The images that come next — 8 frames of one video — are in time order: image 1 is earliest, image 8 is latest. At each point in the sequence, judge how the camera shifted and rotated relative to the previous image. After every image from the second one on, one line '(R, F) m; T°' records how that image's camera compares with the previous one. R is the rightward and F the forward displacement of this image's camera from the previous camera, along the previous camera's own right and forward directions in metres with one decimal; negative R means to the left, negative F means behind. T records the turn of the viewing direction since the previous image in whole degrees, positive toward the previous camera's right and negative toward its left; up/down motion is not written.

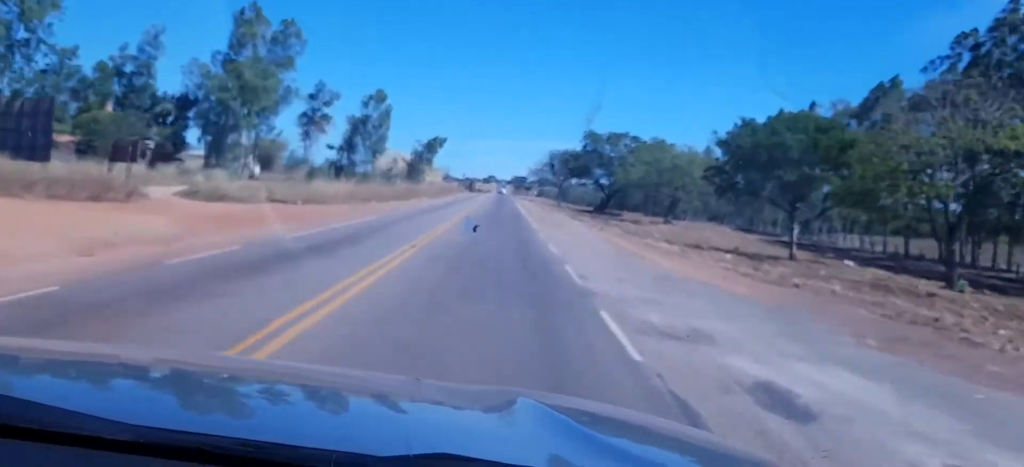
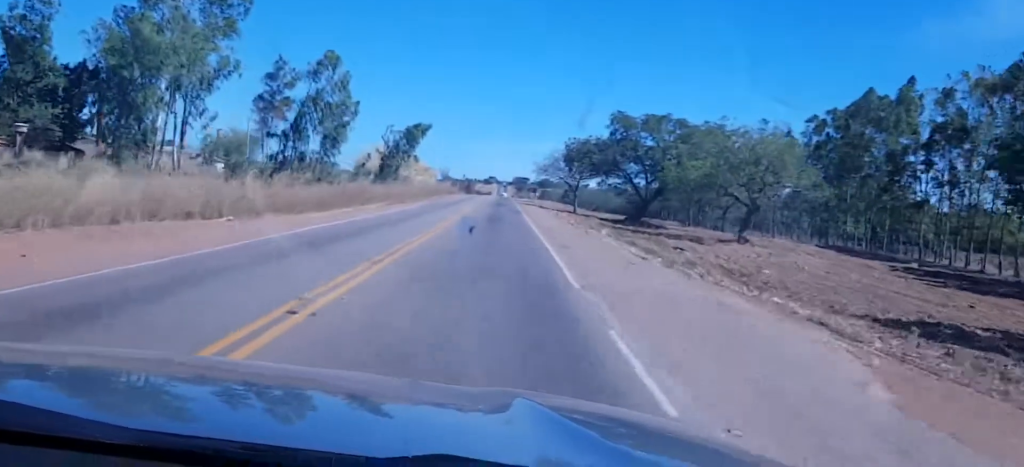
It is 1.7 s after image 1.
(-0.6, +39.9) m; -1°
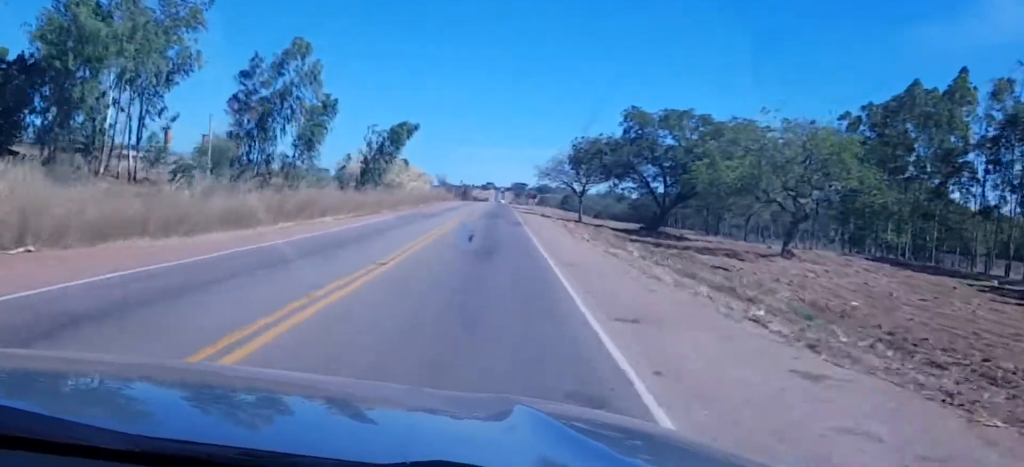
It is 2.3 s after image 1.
(0.0, +14.1) m; 0°
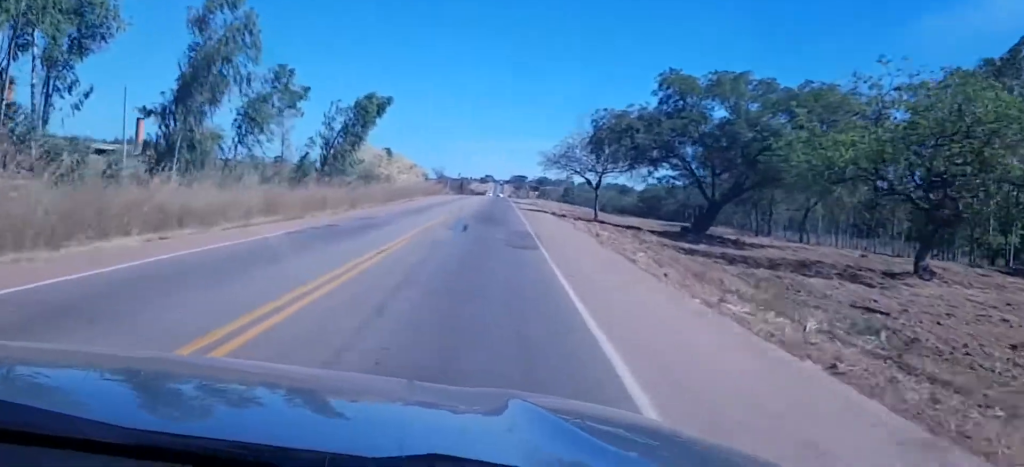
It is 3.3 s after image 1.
(-0.1, +22.9) m; +1°
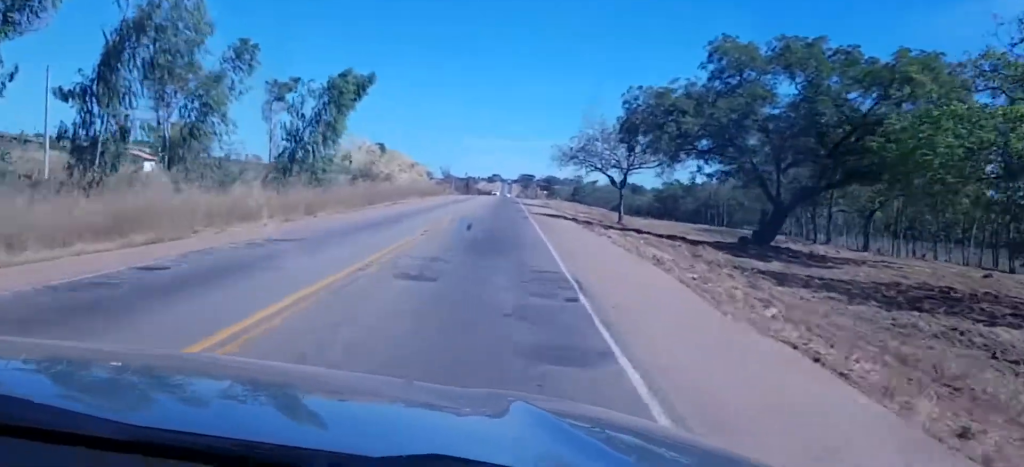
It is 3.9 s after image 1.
(+0.5, +15.4) m; -1°
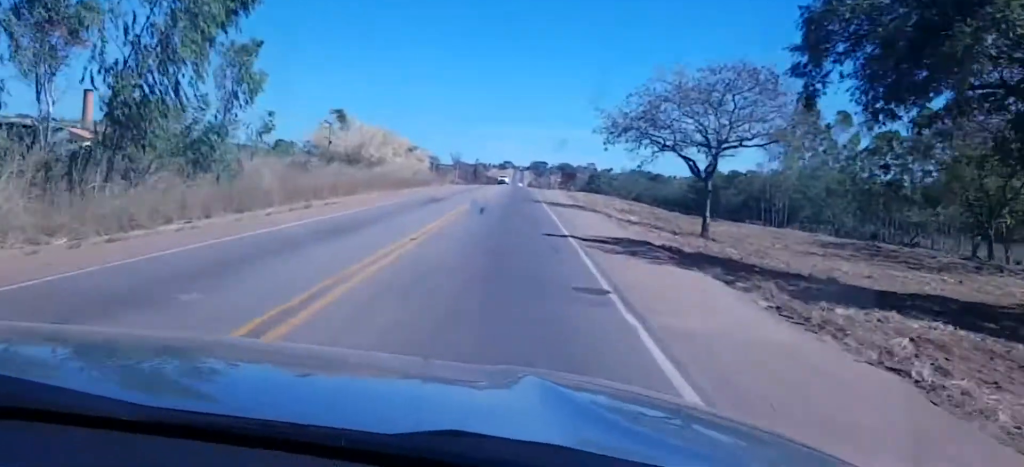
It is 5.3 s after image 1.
(-0.9, +33.4) m; -1°
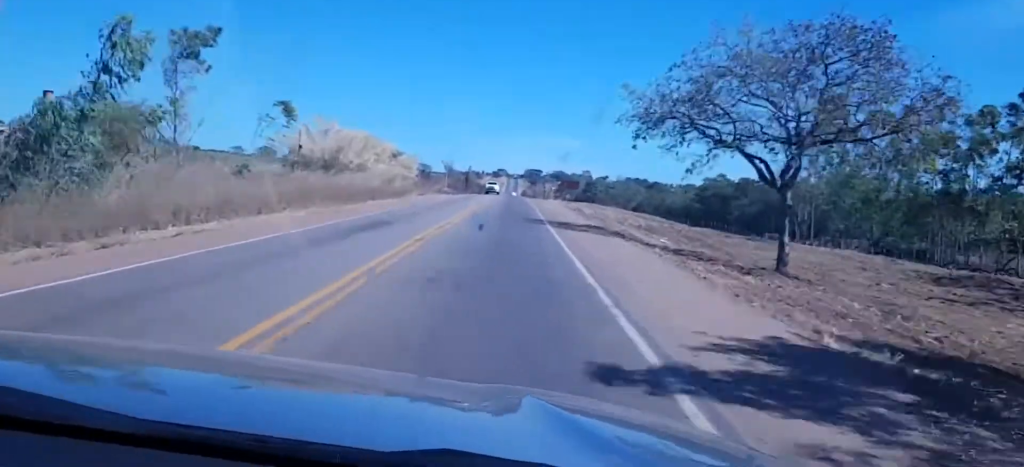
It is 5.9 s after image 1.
(+0.4, +16.0) m; +1°
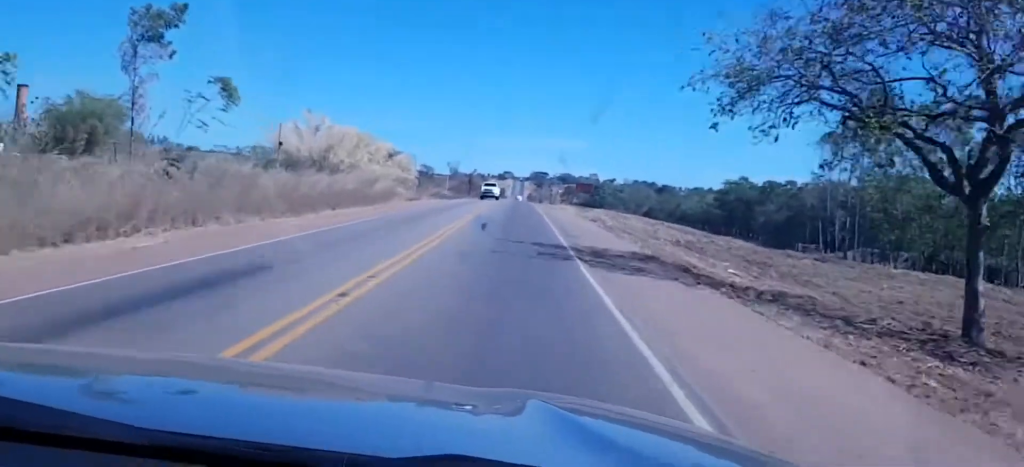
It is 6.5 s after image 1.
(0.0, +15.1) m; 0°
